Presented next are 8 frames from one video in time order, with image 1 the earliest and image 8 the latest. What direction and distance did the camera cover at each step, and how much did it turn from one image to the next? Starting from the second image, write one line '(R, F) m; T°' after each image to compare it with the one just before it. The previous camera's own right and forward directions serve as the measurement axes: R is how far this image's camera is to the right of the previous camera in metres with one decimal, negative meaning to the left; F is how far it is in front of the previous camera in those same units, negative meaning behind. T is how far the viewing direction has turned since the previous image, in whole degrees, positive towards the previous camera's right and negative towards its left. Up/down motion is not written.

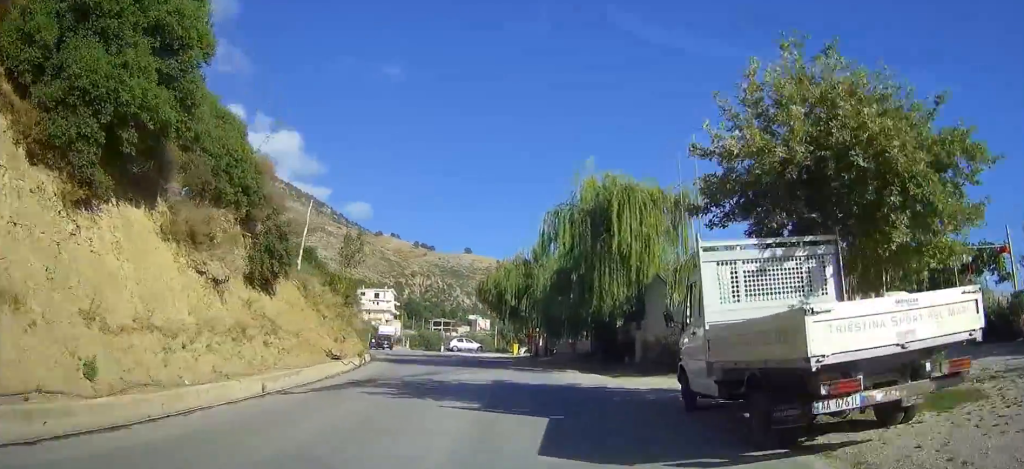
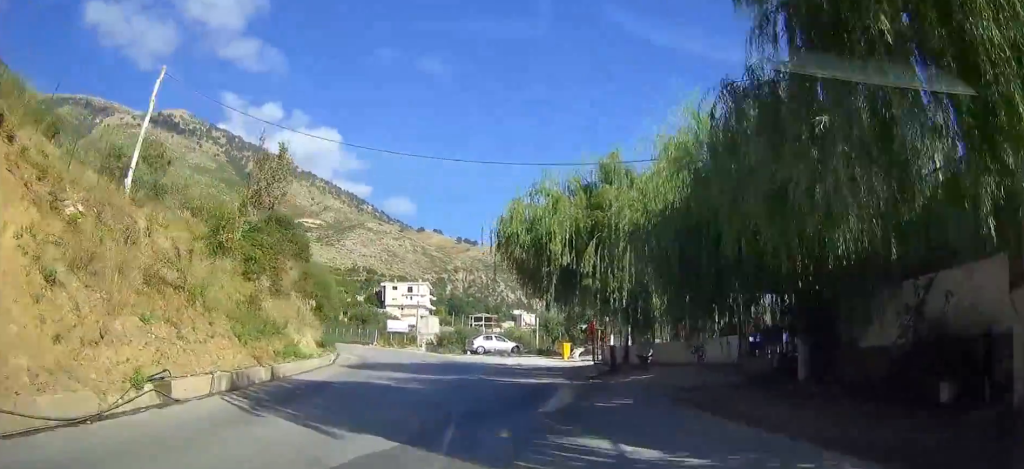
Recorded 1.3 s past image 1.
(-0.8, +19.5) m; -5°
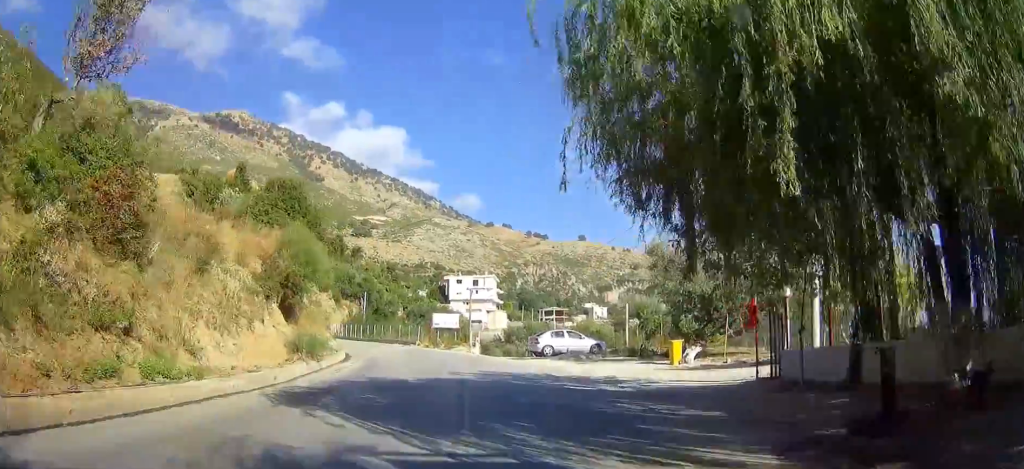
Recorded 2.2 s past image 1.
(-0.4, +13.0) m; -4°
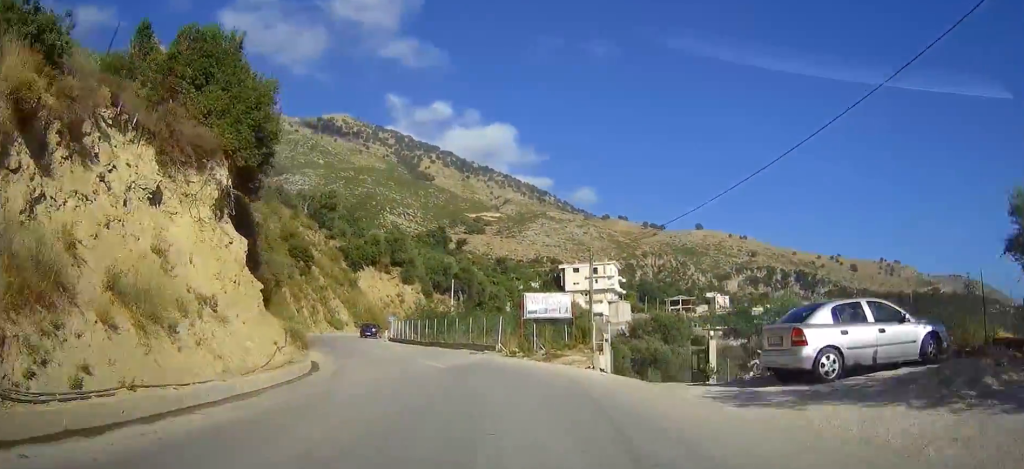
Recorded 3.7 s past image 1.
(-1.6, +22.9) m; -9°
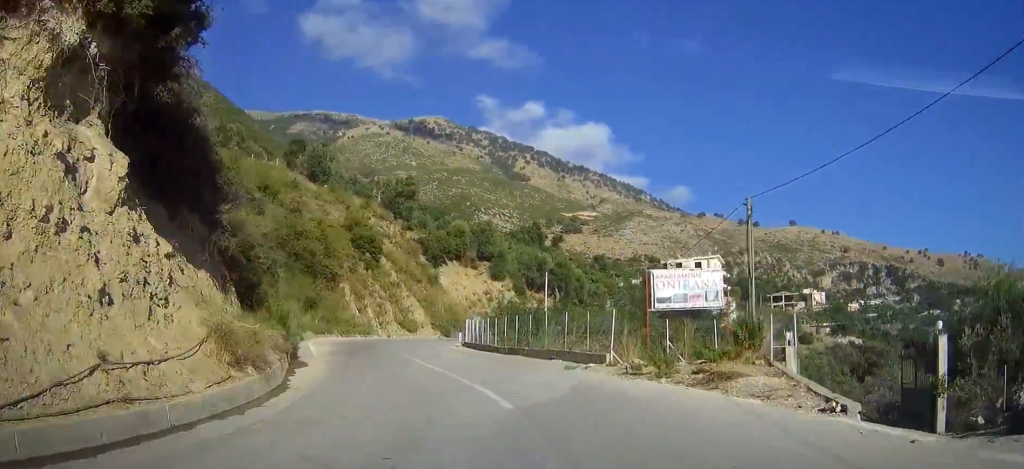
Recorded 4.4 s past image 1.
(-0.6, +10.9) m; -6°
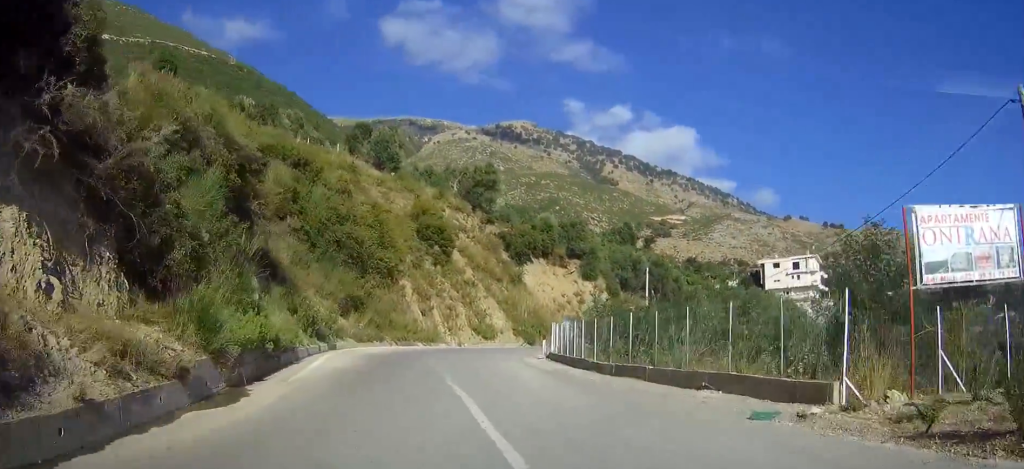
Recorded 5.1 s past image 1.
(-0.4, +9.8) m; -6°
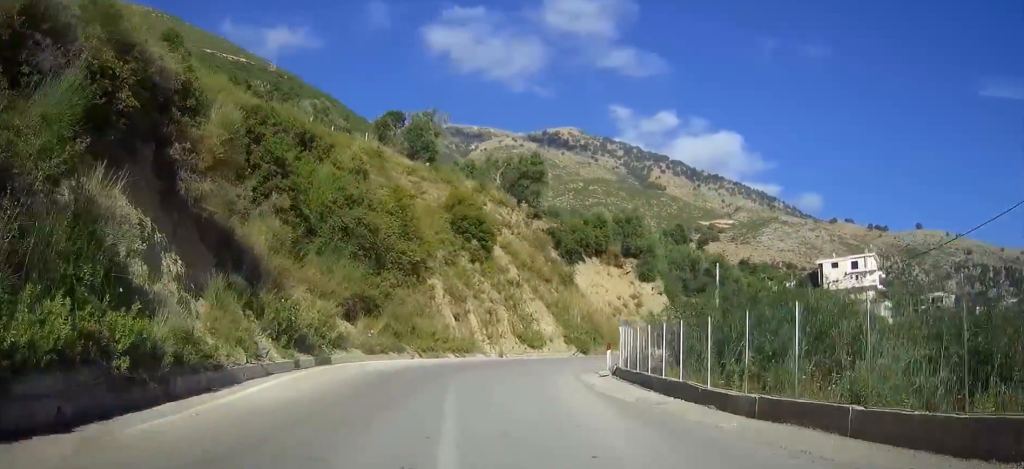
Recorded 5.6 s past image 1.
(-0.4, +7.7) m; -4°
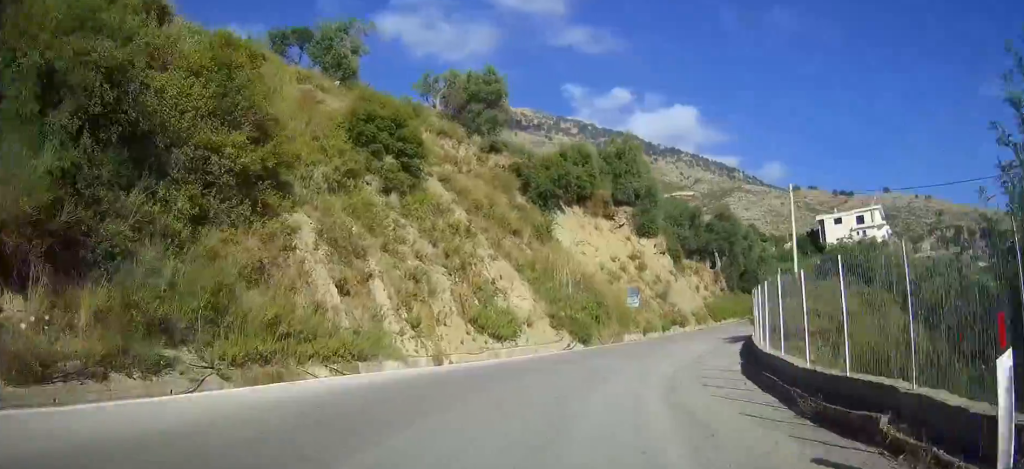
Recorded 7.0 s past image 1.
(-1.1, +20.9) m; +2°
